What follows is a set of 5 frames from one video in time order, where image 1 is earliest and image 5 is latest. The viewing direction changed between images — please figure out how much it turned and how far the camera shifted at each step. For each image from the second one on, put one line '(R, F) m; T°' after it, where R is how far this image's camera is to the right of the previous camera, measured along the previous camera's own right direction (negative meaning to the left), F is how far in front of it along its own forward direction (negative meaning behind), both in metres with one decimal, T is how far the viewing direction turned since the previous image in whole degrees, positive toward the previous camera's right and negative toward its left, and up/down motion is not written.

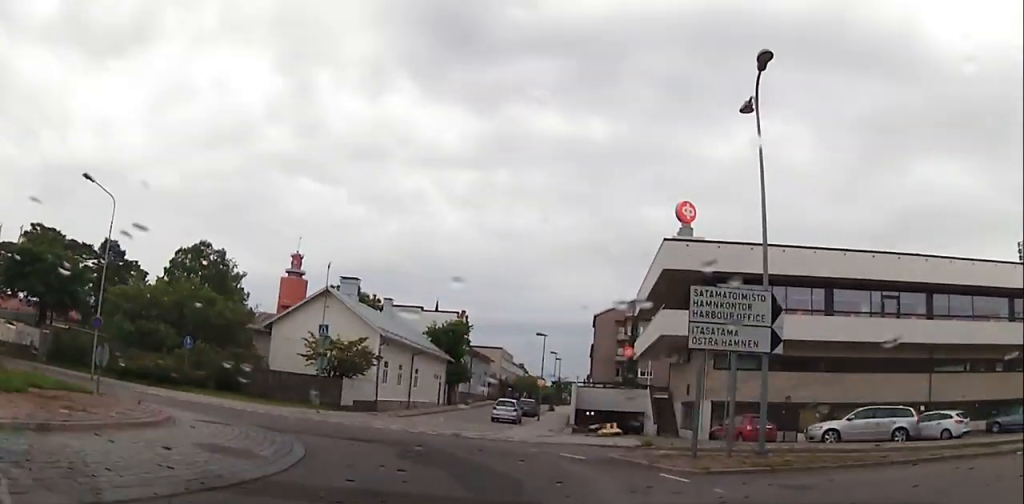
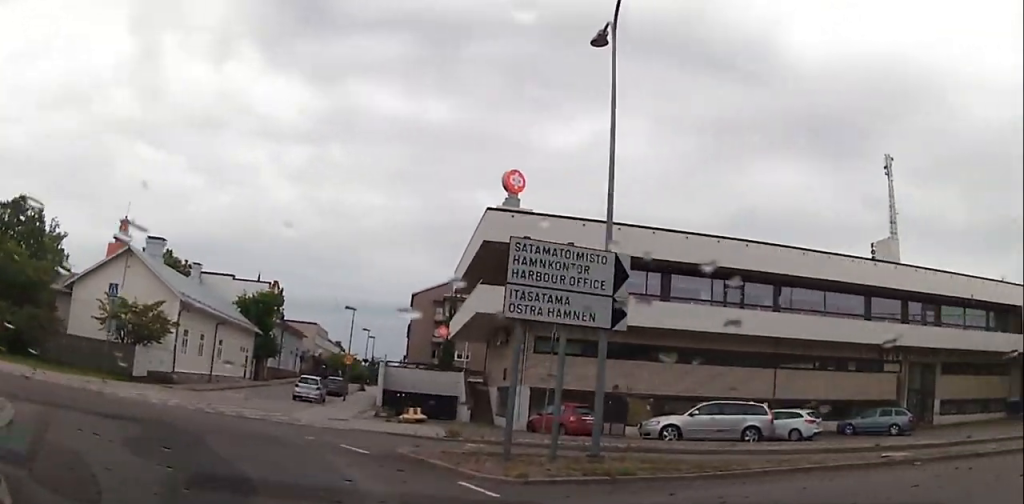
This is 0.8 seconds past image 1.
(+0.8, +3.3) m; +20°
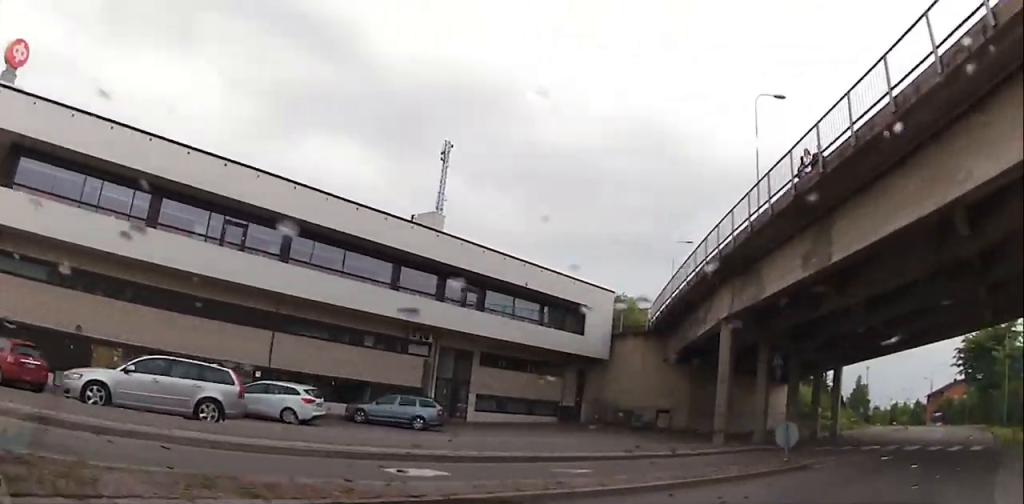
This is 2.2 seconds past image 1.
(+1.9, +6.9) m; +32°
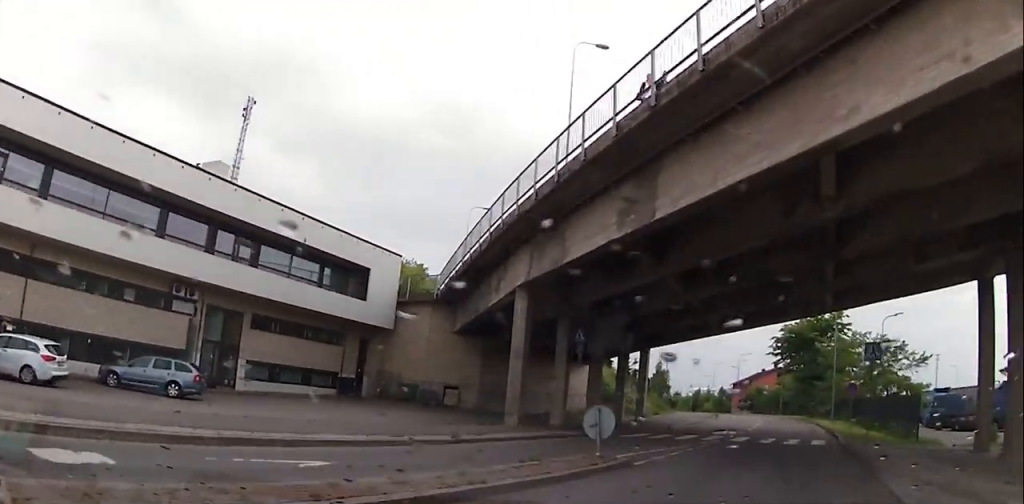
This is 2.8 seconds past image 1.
(+0.5, +3.7) m; +14°
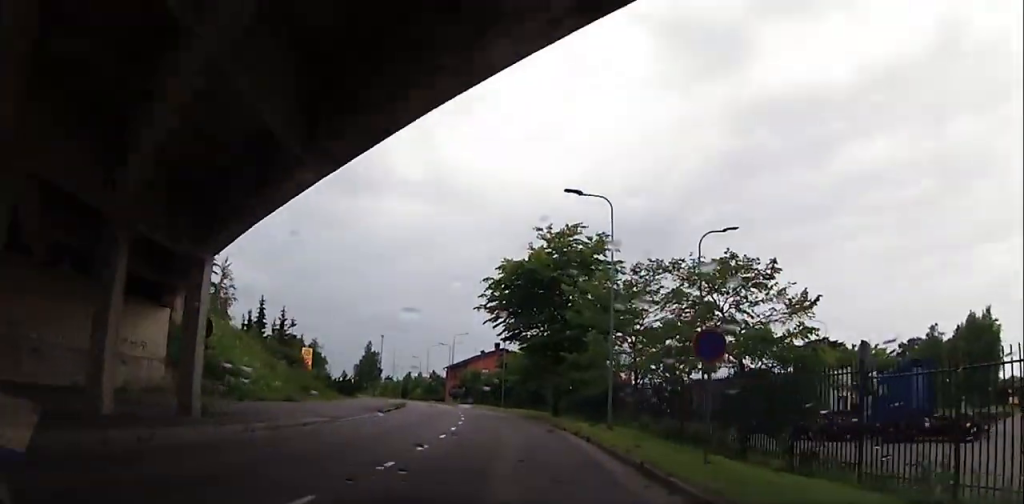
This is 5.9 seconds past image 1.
(+5.7, +22.9) m; +19°
